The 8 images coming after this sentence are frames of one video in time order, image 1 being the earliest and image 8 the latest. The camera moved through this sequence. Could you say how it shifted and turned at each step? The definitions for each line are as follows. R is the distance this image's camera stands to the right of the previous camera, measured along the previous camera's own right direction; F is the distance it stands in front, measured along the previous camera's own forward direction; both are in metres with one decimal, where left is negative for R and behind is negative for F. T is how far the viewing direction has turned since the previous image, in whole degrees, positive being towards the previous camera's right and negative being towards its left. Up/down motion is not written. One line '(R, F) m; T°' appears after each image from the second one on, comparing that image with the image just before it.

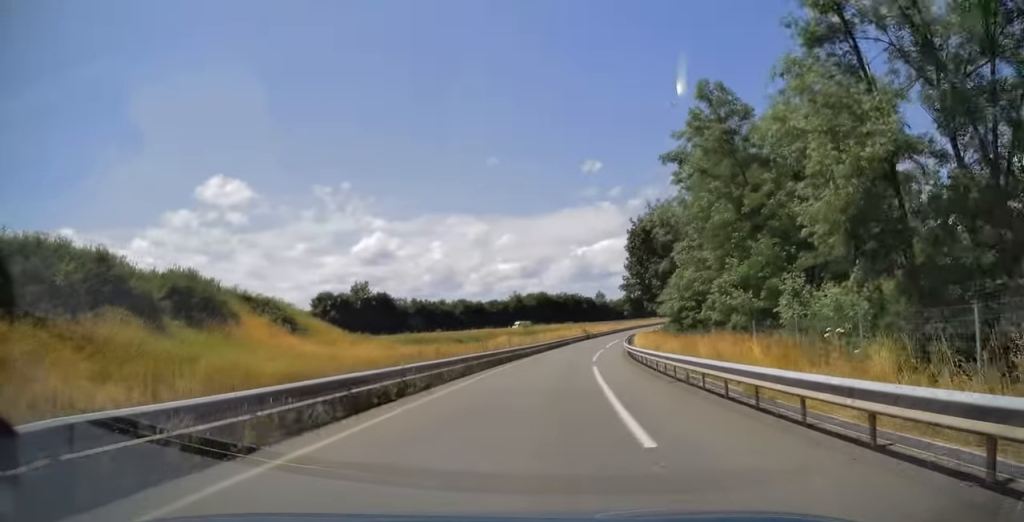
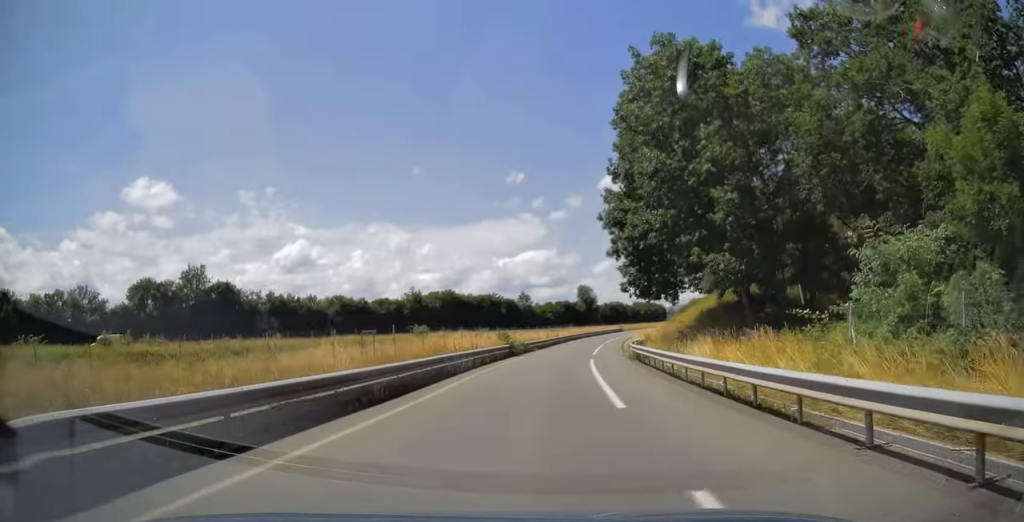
(+3.3, +47.6) m; +8°
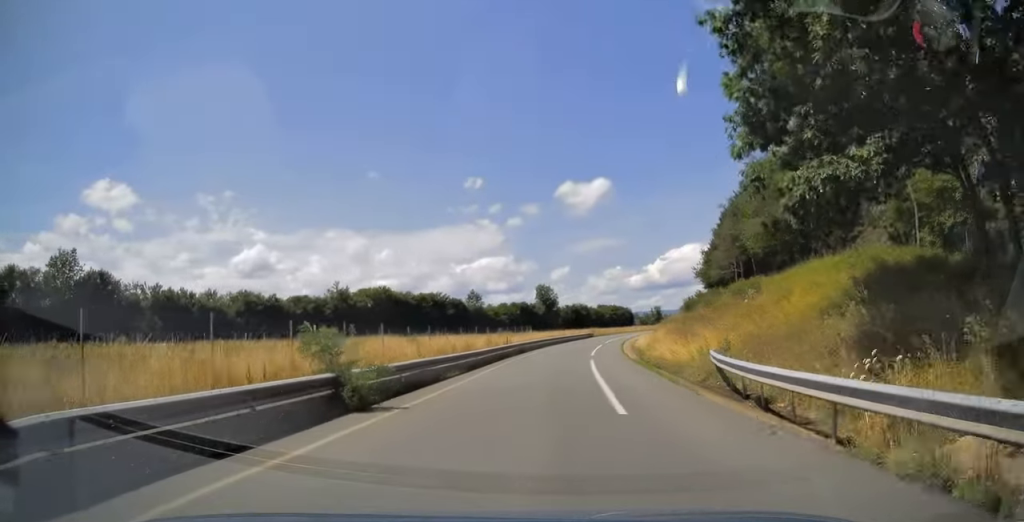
(+0.9, +26.6) m; +4°
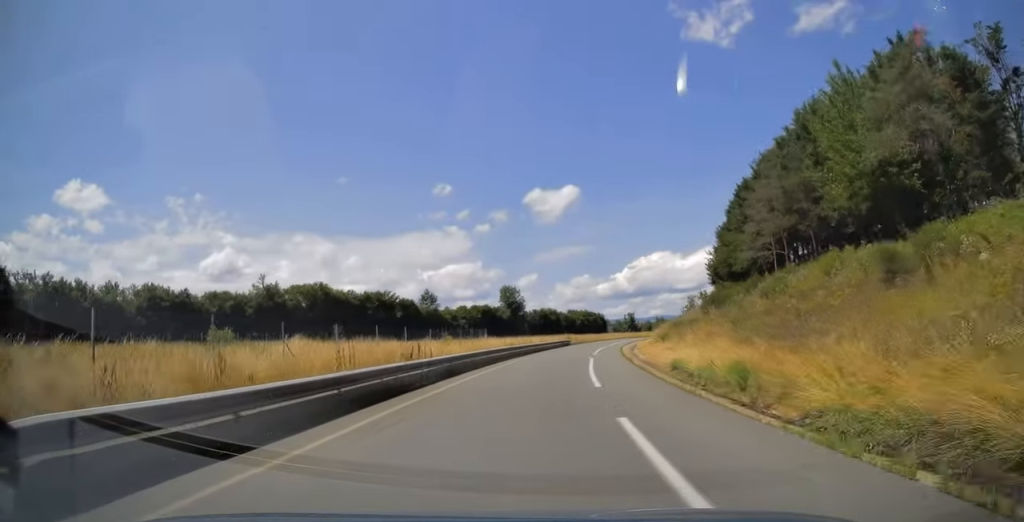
(+0.5, +20.2) m; +4°
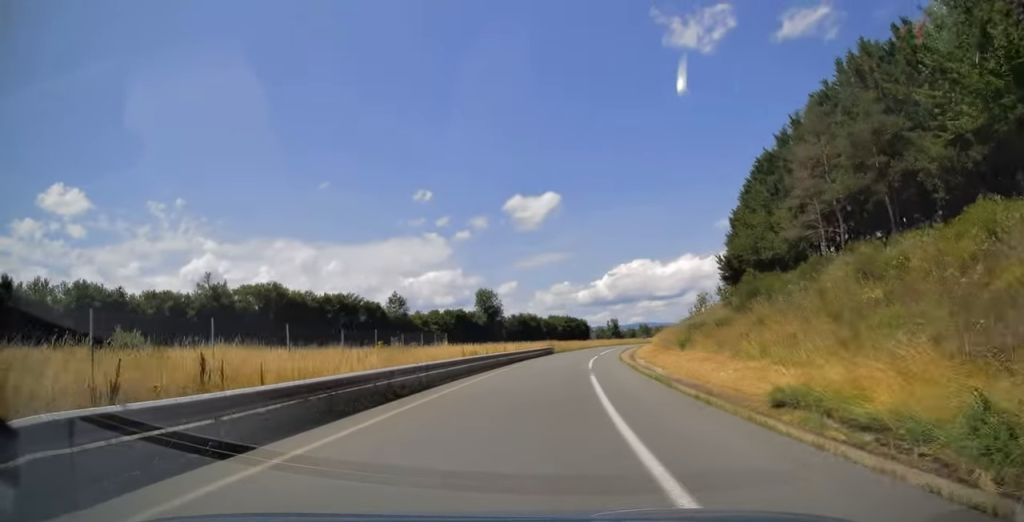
(+0.4, +12.2) m; +2°
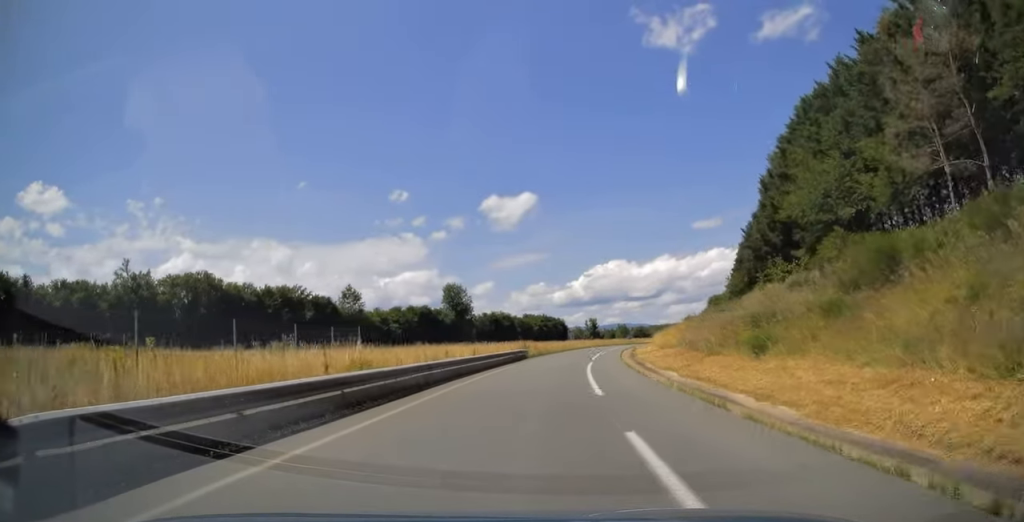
(+0.4, +15.1) m; +3°
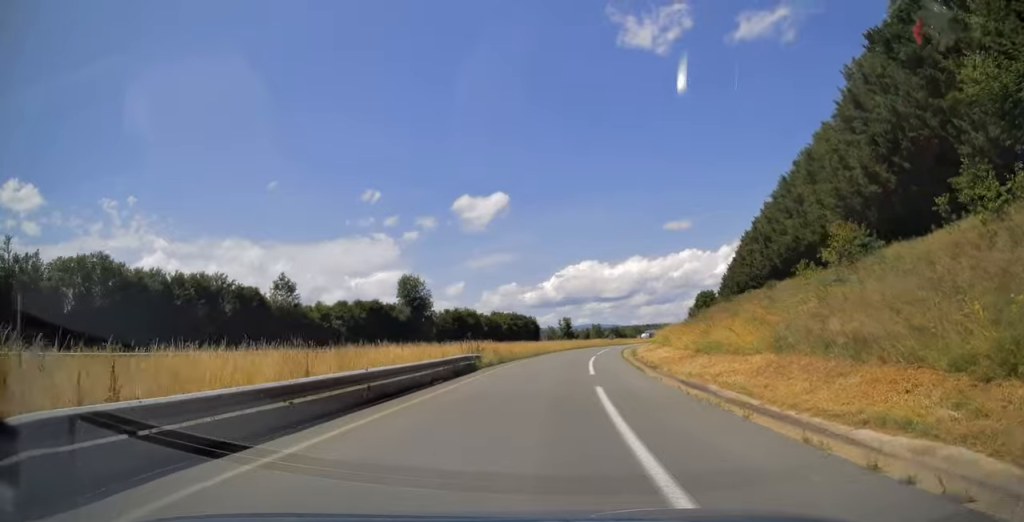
(+0.3, +18.1) m; +2°
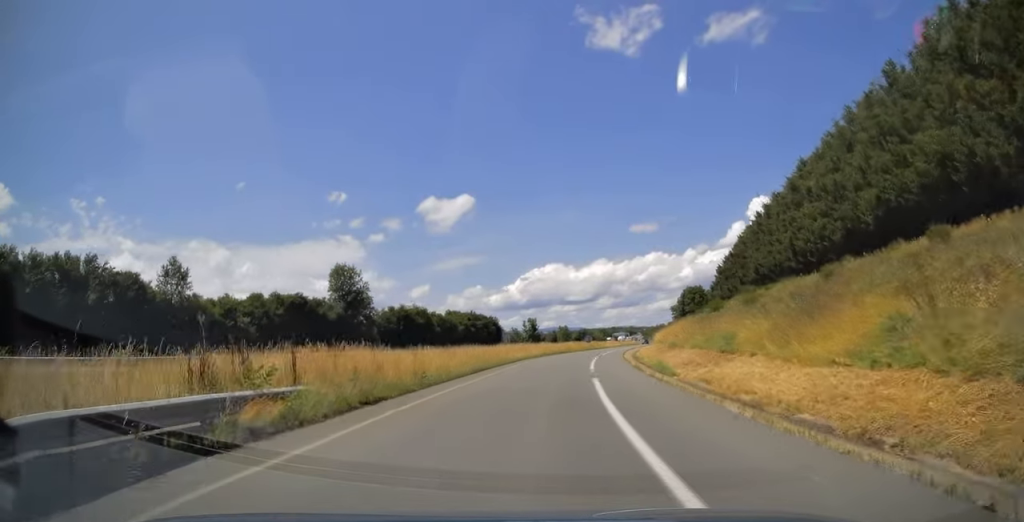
(+0.6, +22.0) m; +4°
